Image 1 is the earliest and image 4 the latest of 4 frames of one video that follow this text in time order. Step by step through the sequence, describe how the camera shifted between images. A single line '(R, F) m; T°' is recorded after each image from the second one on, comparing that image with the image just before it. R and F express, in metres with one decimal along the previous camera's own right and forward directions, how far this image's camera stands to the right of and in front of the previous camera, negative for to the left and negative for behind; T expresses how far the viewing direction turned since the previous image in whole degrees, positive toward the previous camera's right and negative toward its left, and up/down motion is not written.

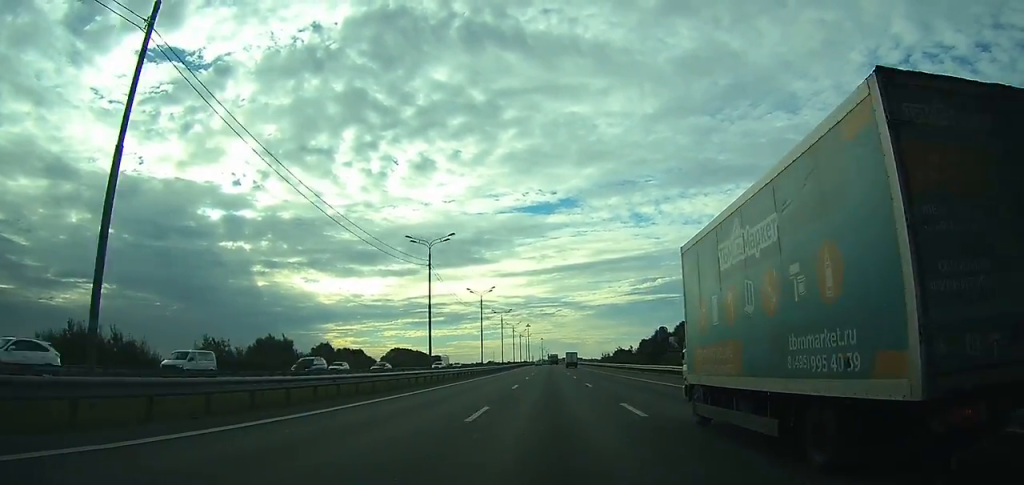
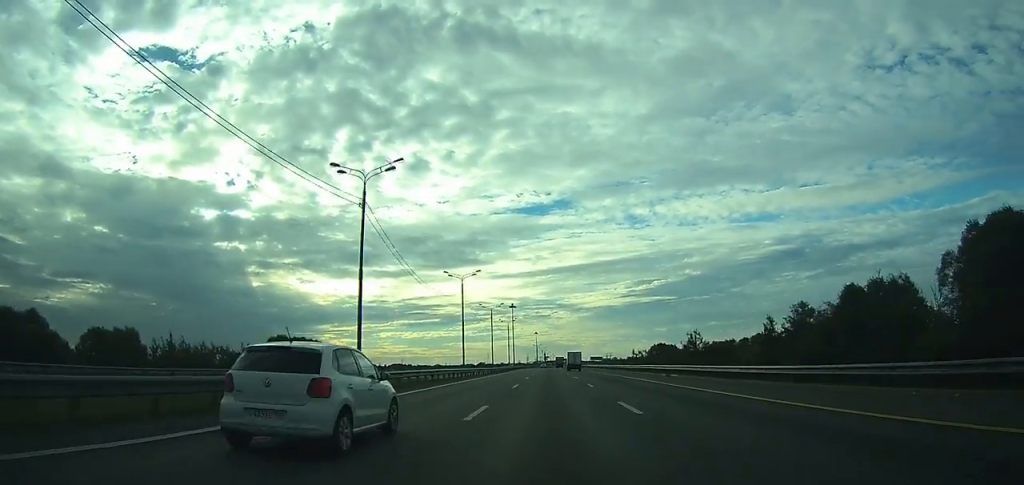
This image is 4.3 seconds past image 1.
(+0.3, +99.0) m; +1°
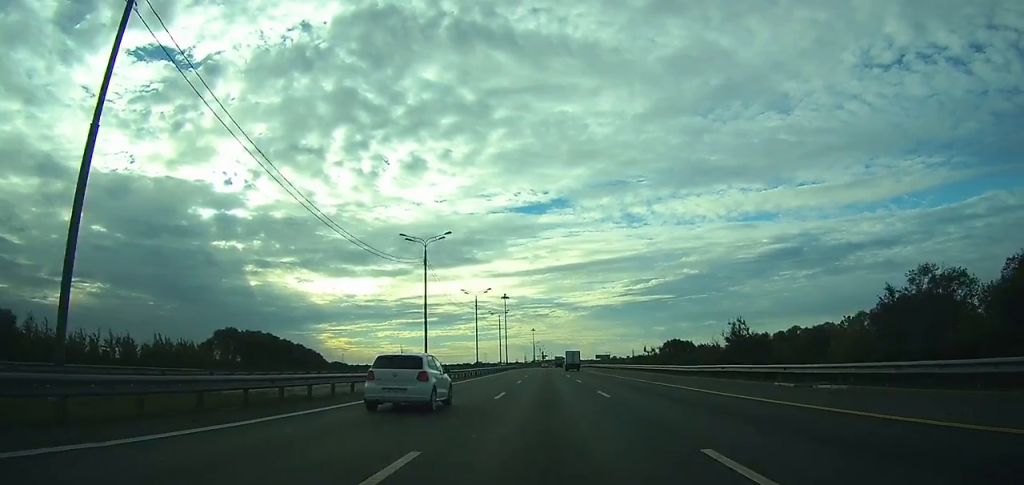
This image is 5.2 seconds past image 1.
(+0.1, +23.8) m; 0°
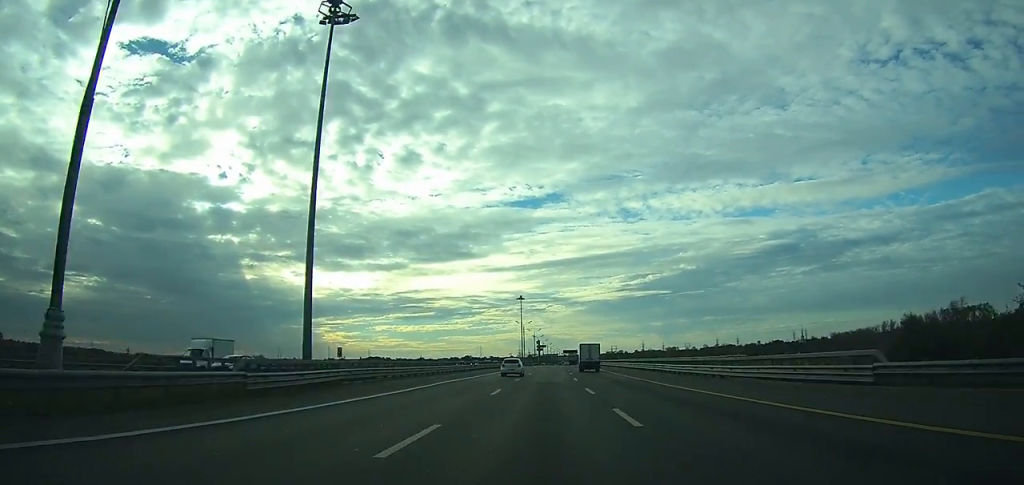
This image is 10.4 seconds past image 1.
(-0.2, +143.3) m; 0°
